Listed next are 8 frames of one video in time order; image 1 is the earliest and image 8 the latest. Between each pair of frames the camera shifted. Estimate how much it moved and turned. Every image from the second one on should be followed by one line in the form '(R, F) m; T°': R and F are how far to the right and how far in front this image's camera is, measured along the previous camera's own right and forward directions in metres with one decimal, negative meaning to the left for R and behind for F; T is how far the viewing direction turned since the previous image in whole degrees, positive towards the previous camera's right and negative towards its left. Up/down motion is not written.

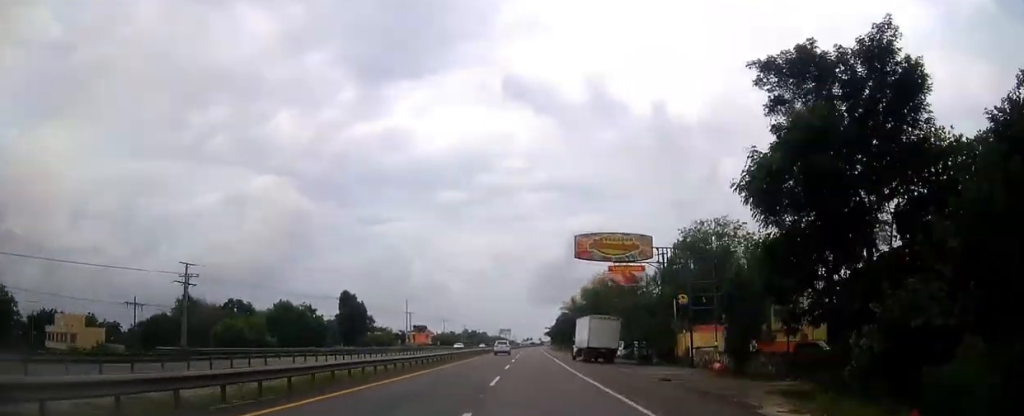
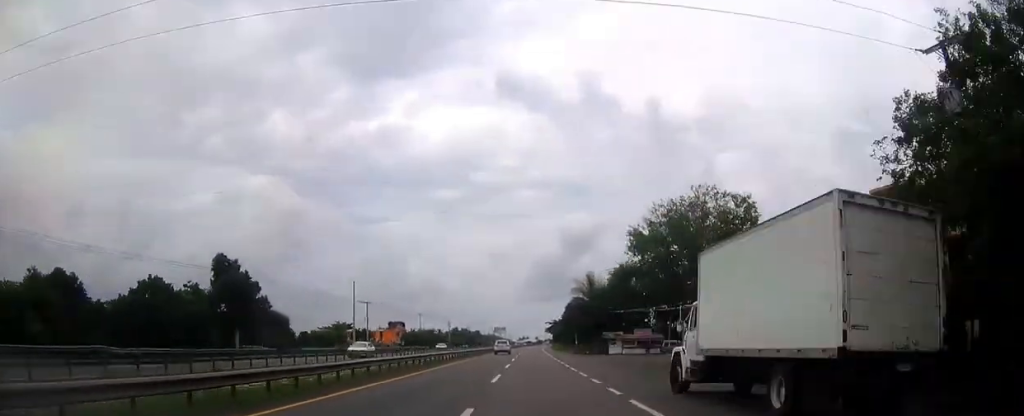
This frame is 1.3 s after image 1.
(+0.1, +38.5) m; 0°
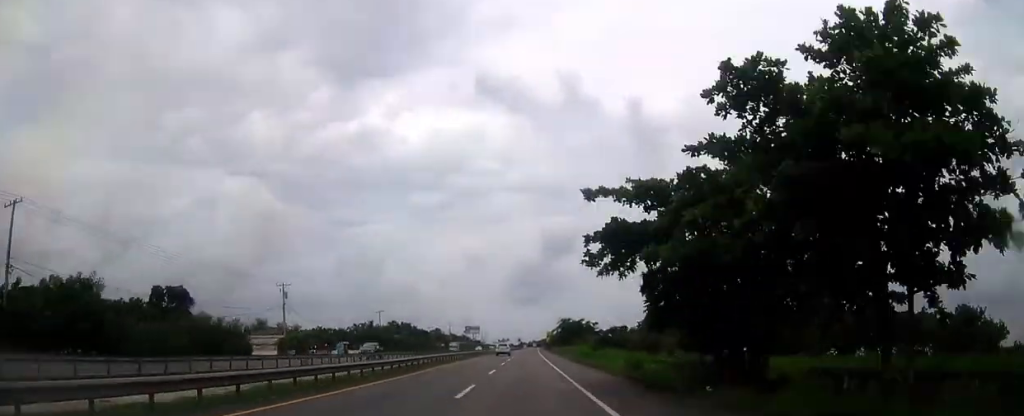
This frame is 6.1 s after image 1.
(+2.5, +139.3) m; +2°
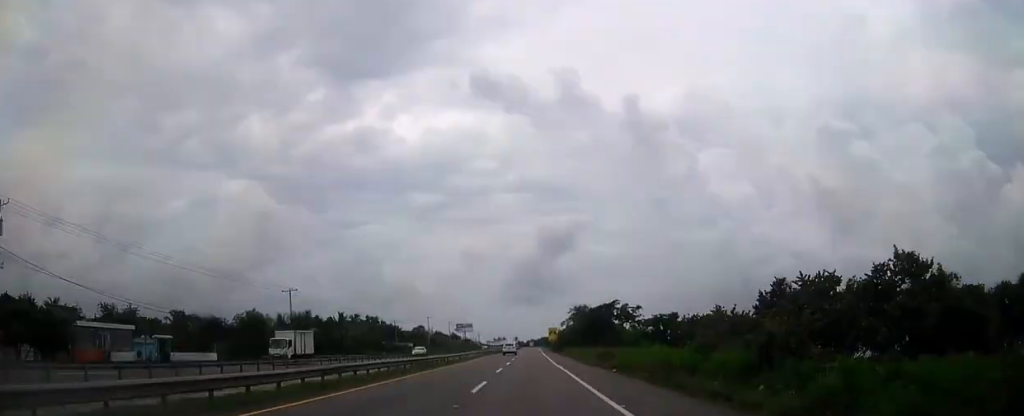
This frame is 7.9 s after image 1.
(-0.2, +51.5) m; 0°
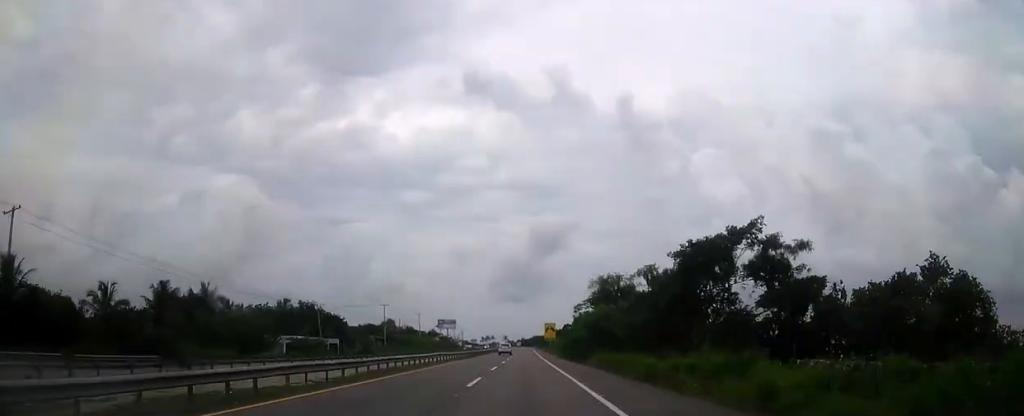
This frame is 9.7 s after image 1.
(+0.4, +52.4) m; 0°
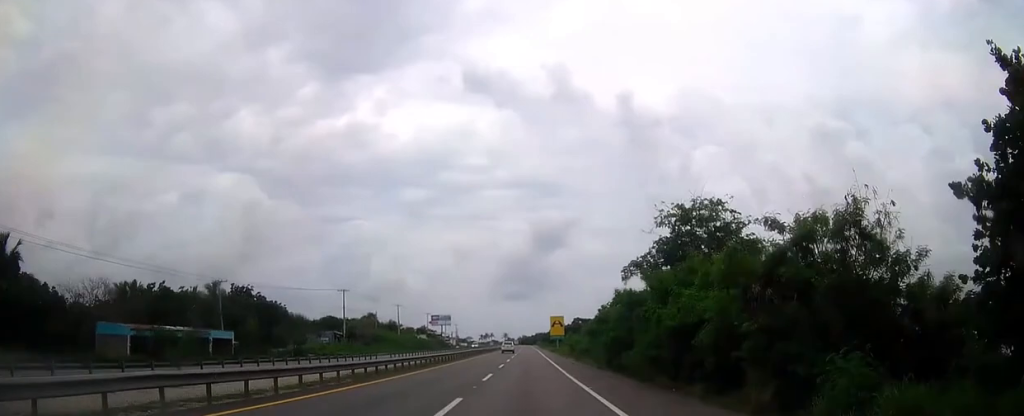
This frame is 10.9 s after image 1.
(+0.2, +35.0) m; 0°
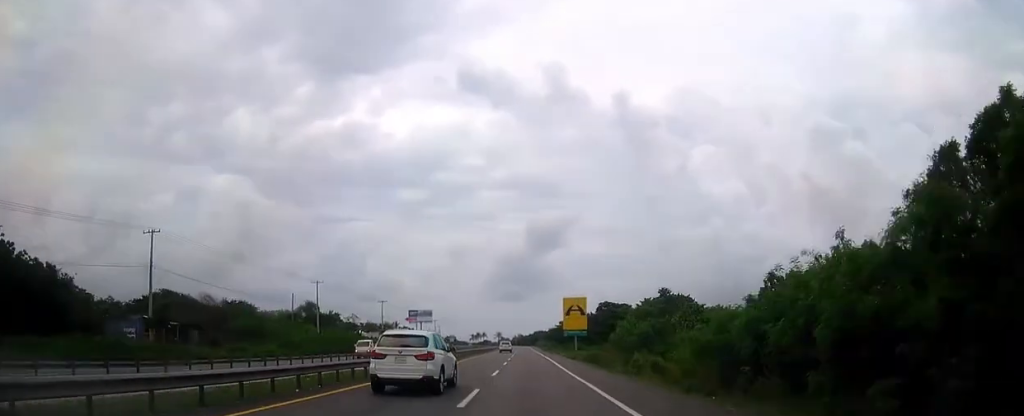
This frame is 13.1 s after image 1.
(-0.1, +64.2) m; 0°
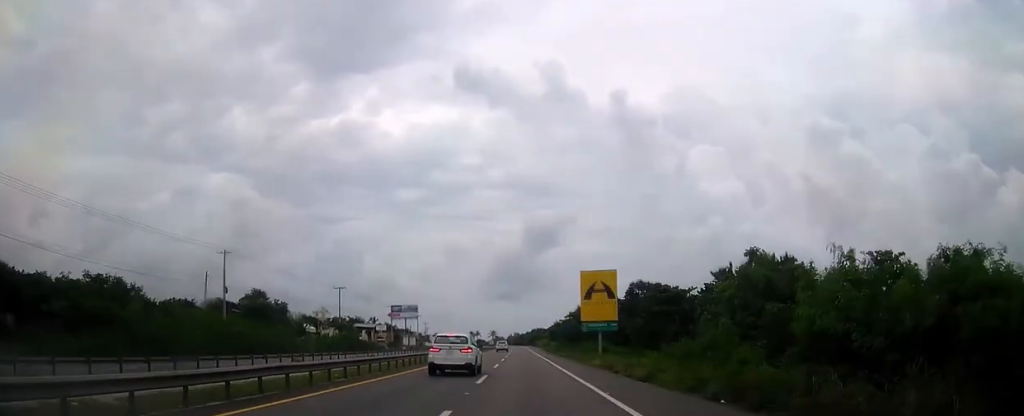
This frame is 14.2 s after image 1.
(+0.1, +32.9) m; 0°
